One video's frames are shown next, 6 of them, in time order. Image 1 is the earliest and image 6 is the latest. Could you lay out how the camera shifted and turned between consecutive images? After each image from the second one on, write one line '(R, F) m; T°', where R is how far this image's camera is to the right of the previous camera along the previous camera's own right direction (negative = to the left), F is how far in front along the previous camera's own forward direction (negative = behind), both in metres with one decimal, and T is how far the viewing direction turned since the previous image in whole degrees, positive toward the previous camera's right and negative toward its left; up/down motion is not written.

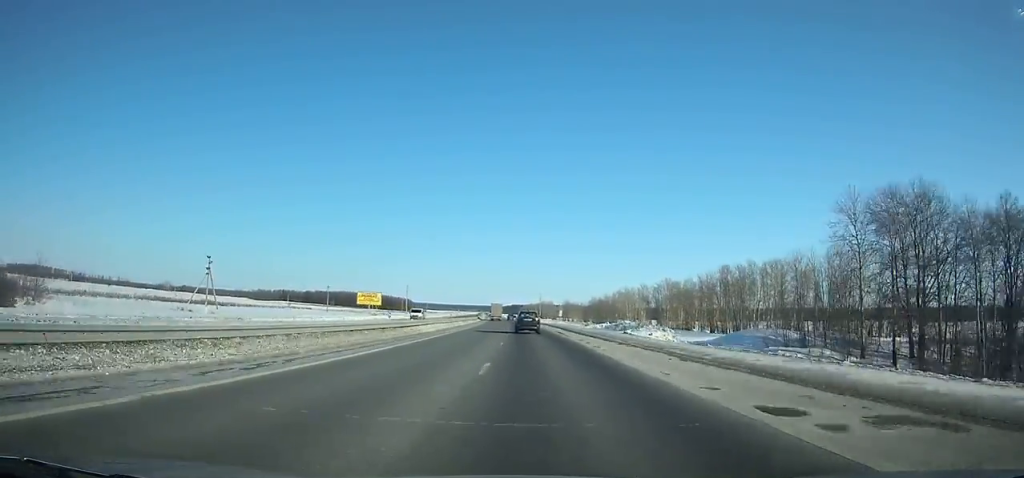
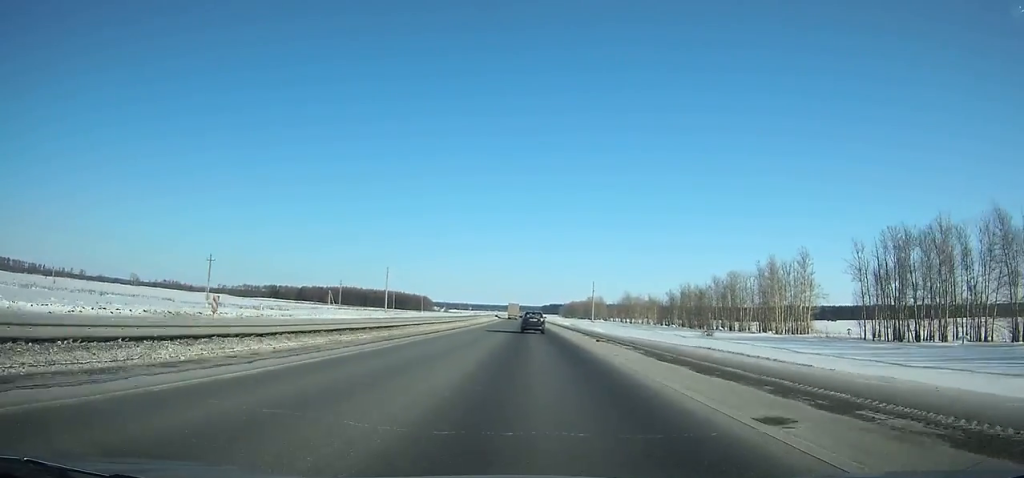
(-5.5, +137.6) m; -4°
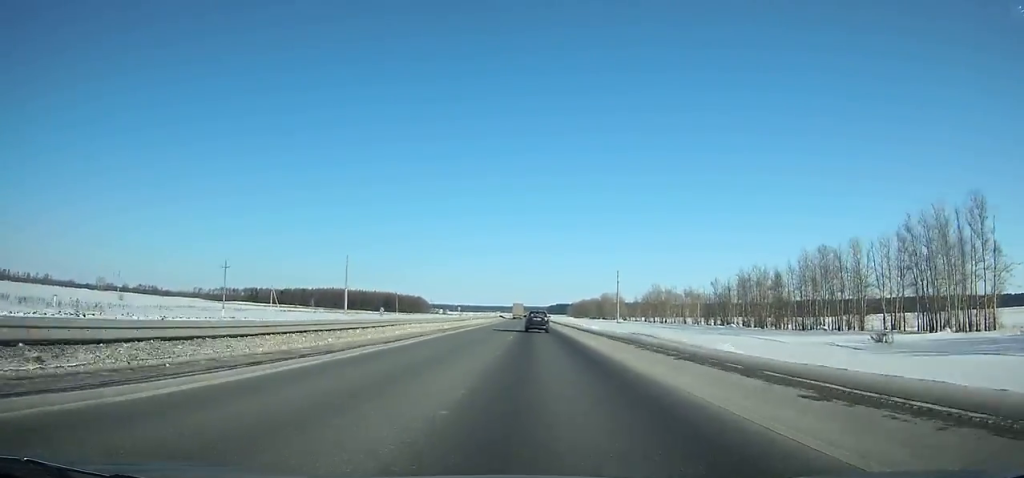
(-0.5, +61.6) m; -1°
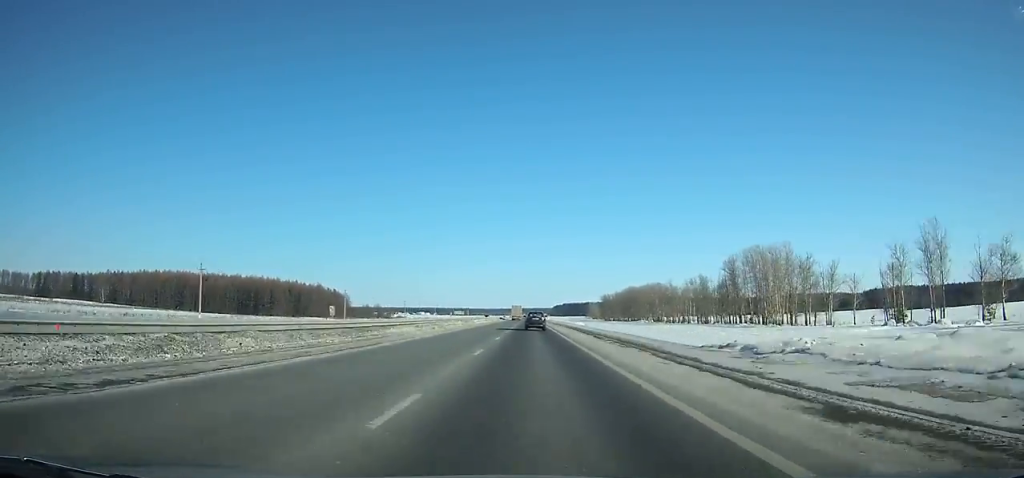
(-1.9, +276.1) m; -1°
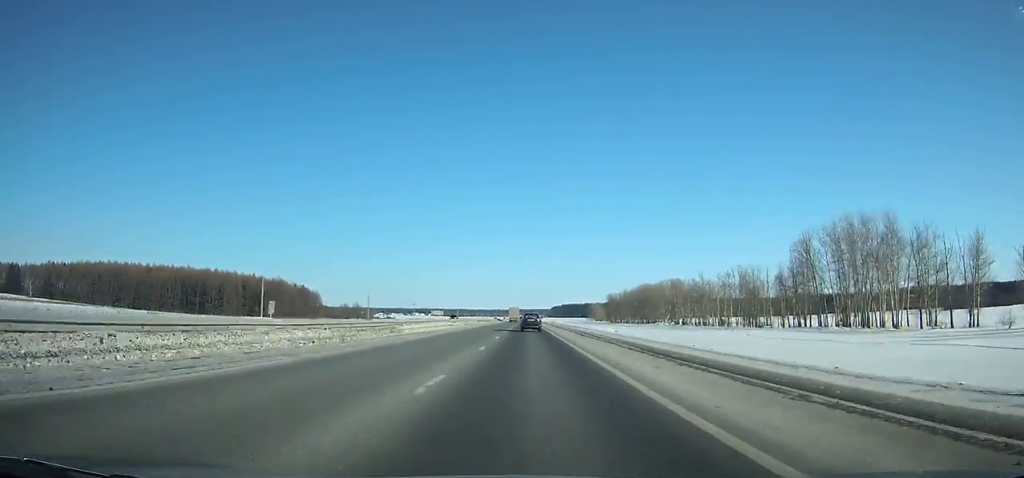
(0.0, +44.2) m; 0°
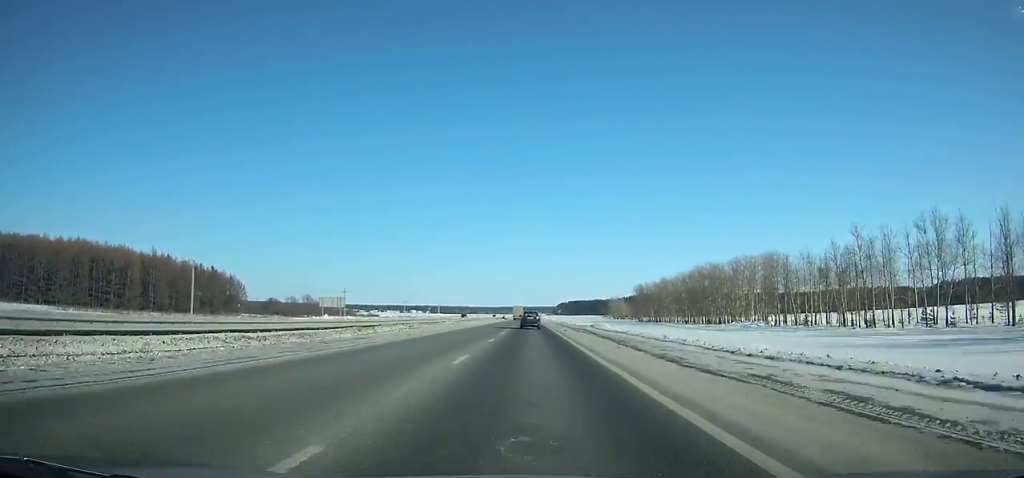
(-0.1, +90.1) m; 0°
